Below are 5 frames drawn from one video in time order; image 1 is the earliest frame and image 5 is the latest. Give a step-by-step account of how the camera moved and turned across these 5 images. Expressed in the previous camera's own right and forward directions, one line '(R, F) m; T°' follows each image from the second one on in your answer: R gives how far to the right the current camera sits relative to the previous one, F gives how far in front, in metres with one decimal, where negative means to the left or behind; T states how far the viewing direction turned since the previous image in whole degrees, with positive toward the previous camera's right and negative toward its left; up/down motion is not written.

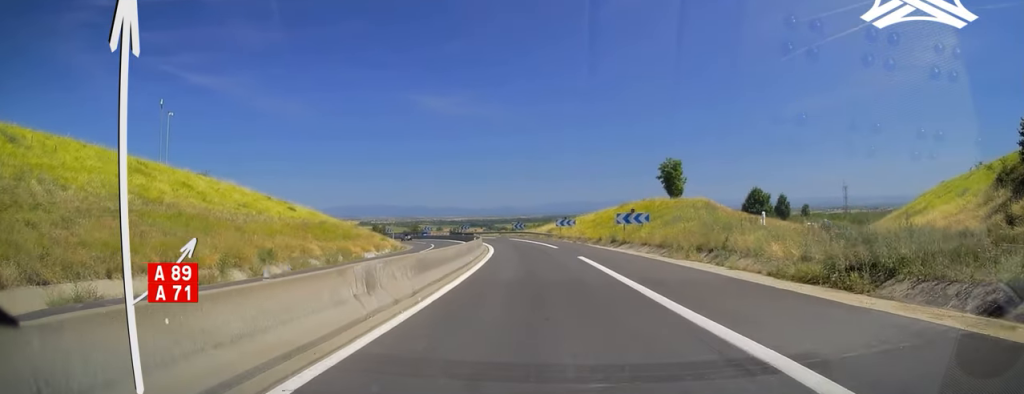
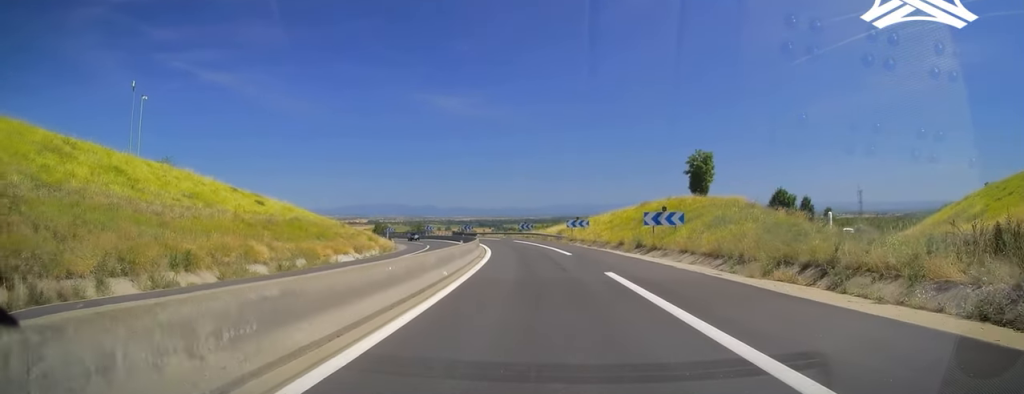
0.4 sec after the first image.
(+0.1, +8.7) m; -1°
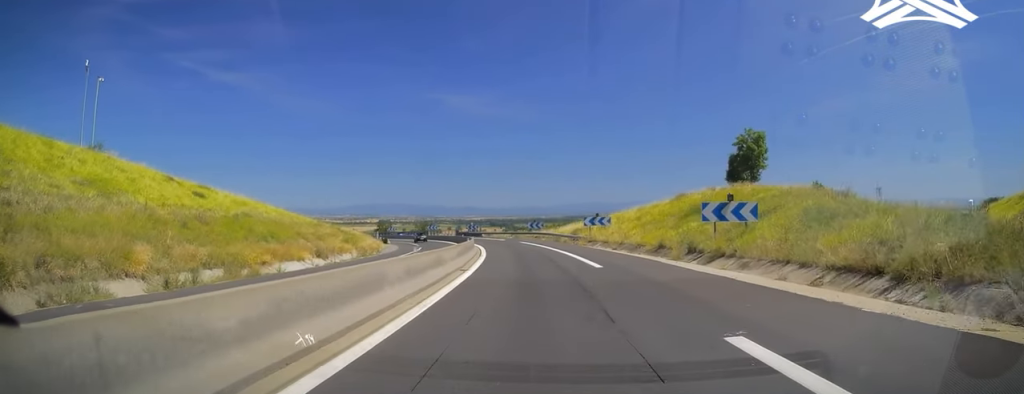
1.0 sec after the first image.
(-0.1, +11.1) m; -1°
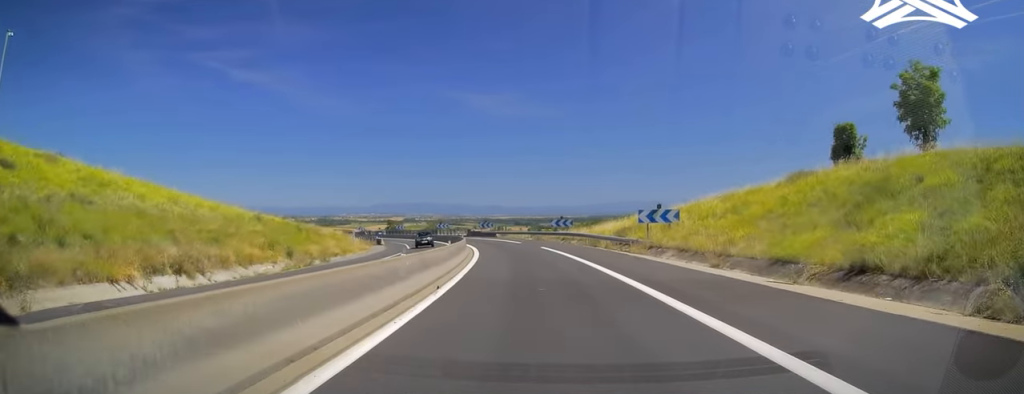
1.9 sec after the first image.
(-0.4, +19.1) m; -2°
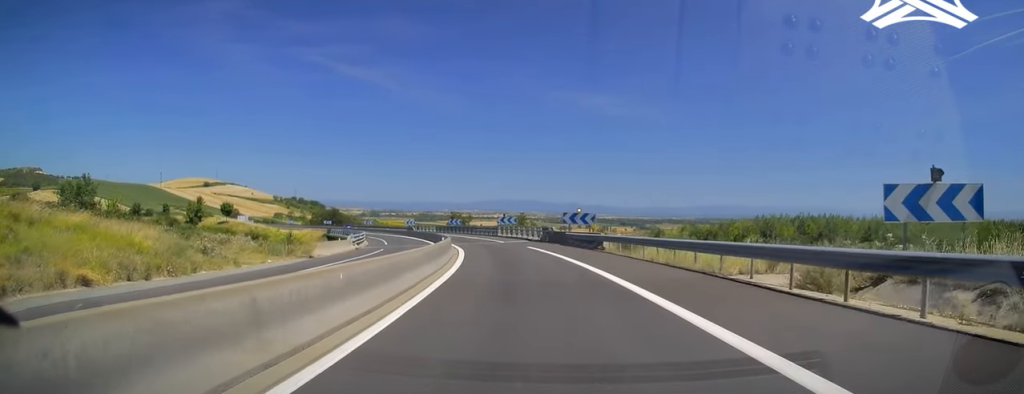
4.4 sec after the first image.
(-3.8, +52.5) m; -10°
